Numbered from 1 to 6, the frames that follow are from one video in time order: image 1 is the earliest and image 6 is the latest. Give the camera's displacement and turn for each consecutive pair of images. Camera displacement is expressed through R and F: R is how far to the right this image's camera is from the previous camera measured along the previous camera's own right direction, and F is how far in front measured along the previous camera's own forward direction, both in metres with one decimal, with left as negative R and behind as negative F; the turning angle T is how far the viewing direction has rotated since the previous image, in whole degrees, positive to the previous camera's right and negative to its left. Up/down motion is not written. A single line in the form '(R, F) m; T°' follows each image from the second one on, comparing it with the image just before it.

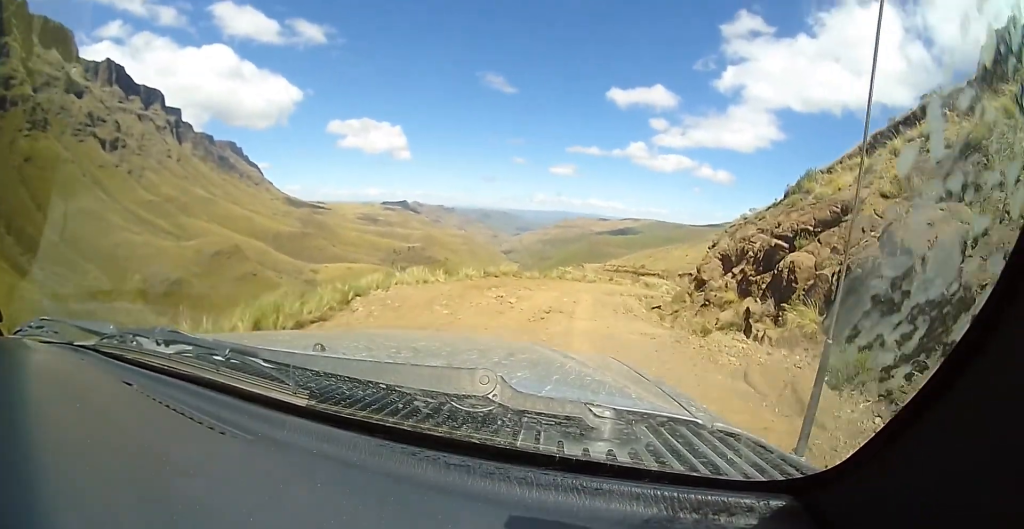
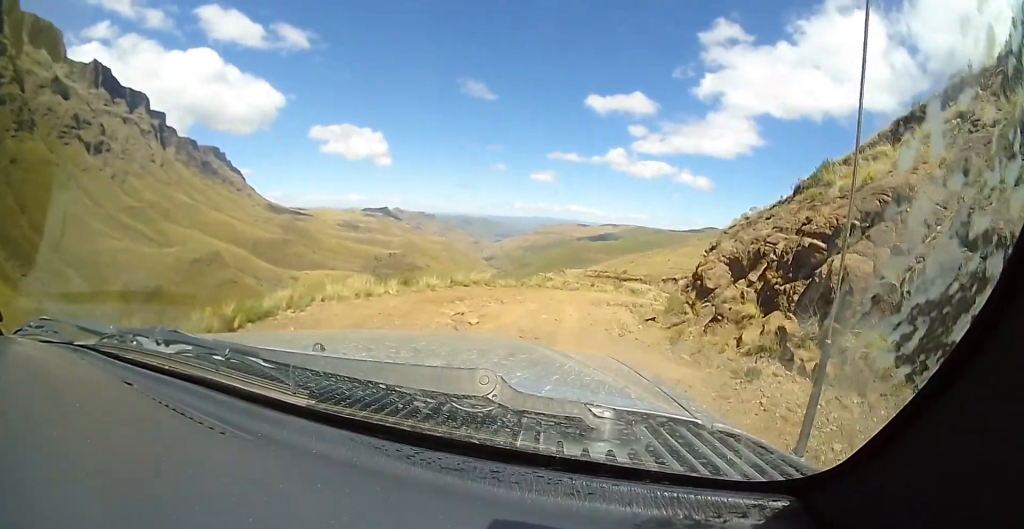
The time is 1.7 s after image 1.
(+0.1, +2.5) m; +3°
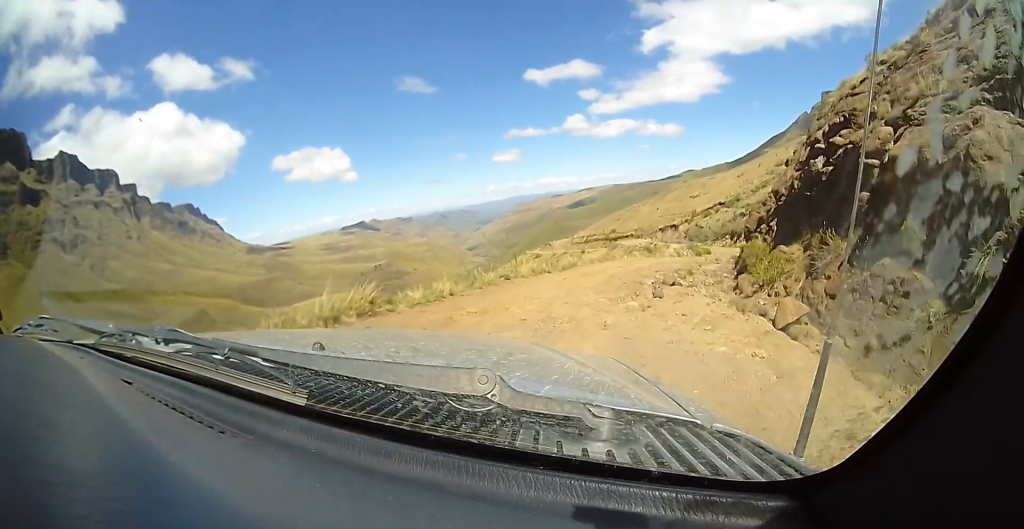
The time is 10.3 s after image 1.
(+1.1, +12.4) m; +2°
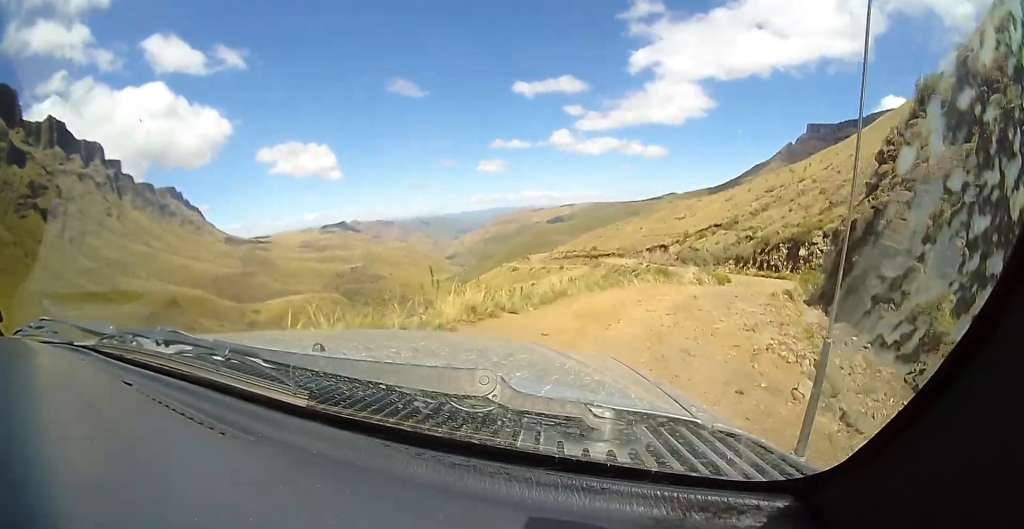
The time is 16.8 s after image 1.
(-1.3, +9.2) m; +4°
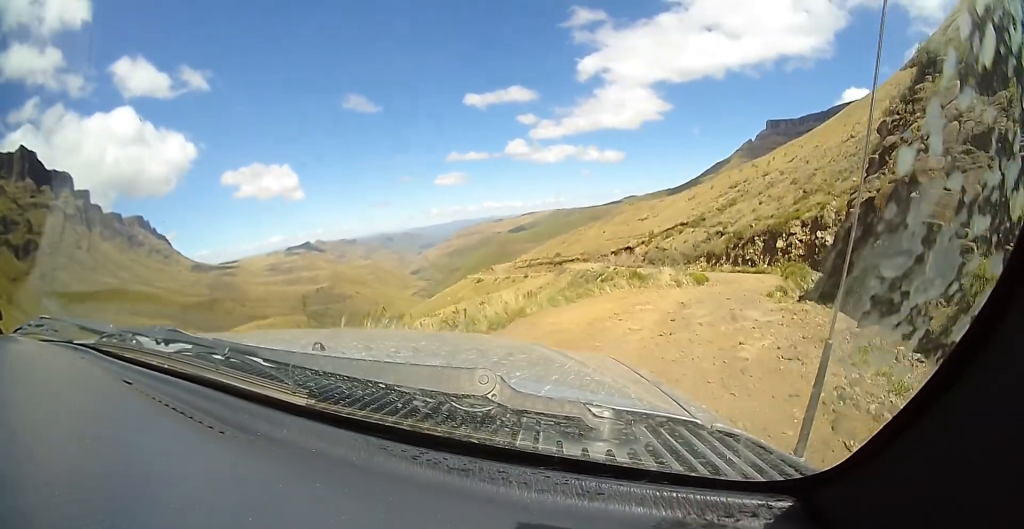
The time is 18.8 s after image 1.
(+0.6, +2.5) m; +5°
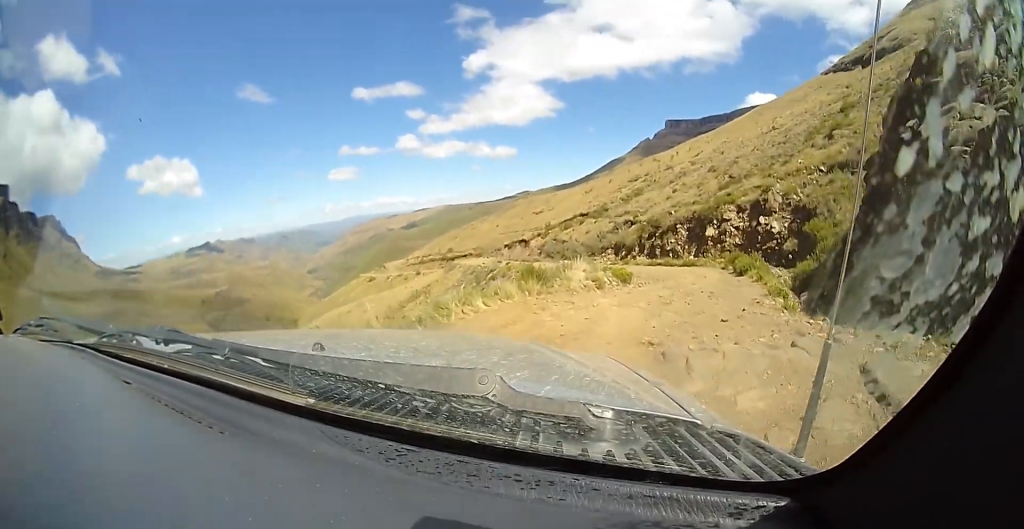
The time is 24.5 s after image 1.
(+0.4, +7.2) m; +12°
